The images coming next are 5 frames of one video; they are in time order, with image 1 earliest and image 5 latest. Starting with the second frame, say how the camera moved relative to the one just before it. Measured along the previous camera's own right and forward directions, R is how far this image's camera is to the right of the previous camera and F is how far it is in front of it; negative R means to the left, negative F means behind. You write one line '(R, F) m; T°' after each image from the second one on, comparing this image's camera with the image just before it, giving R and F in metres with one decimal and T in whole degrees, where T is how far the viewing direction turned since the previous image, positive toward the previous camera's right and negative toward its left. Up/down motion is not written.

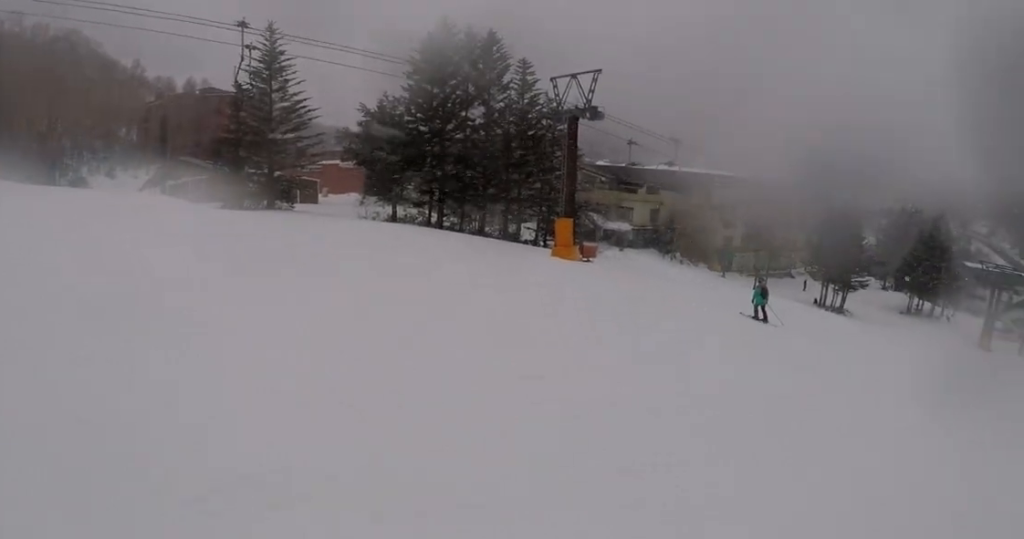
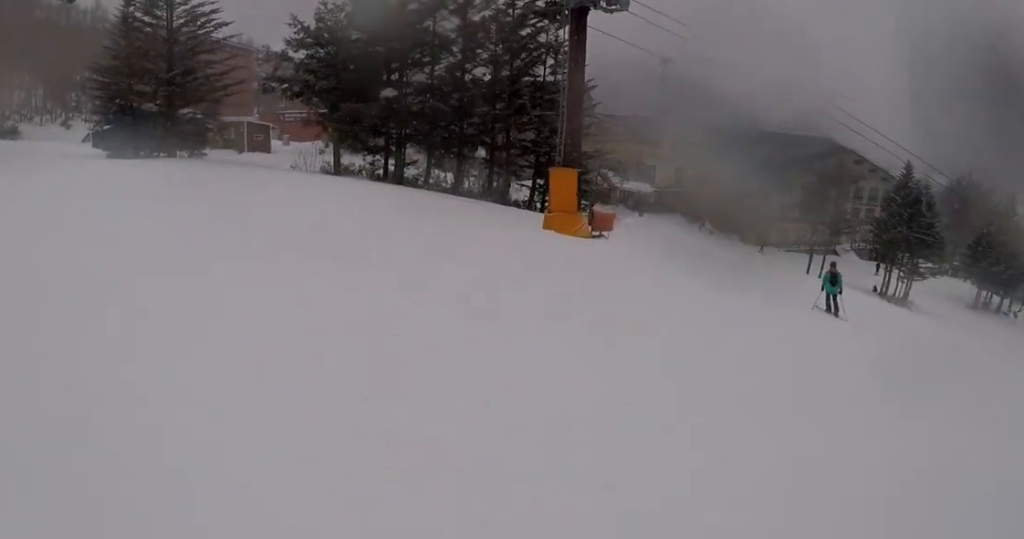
(0.0, +12.9) m; +12°
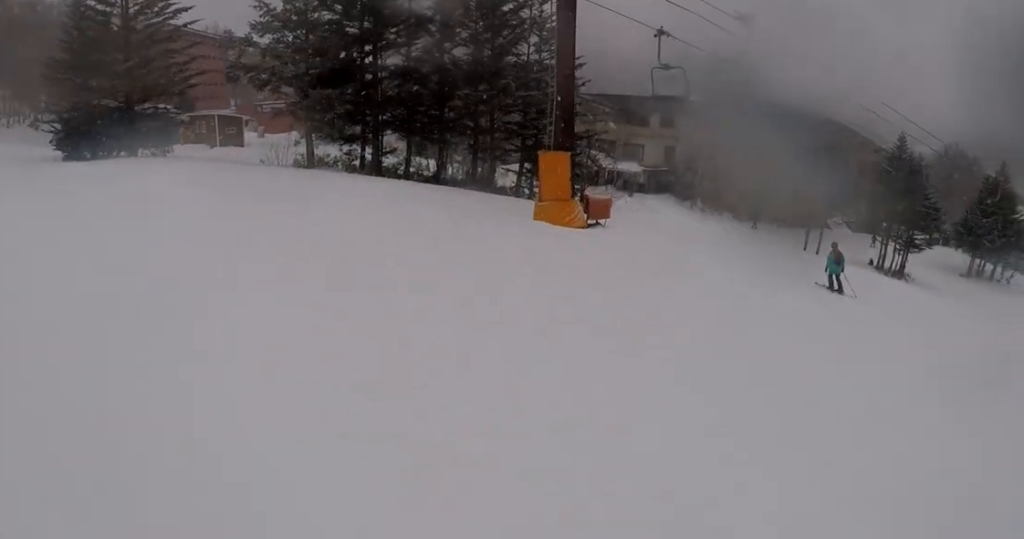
(+0.3, +2.3) m; +7°
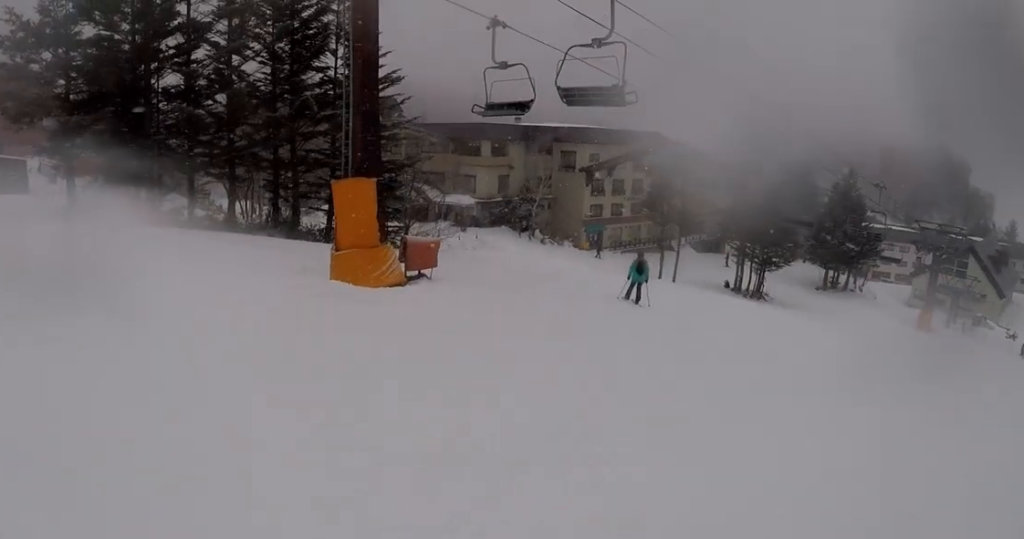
(+1.4, +6.9) m; +12°
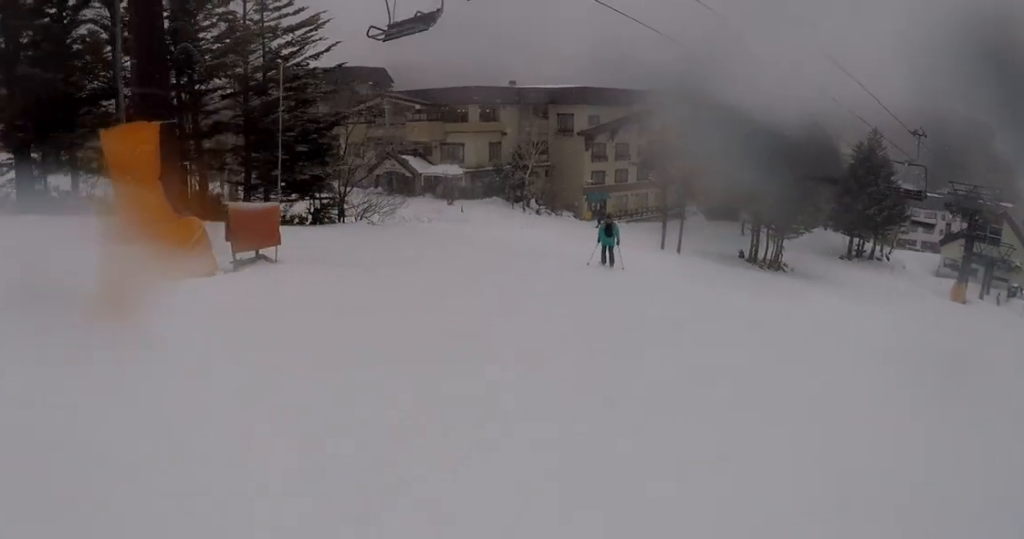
(0.0, +5.5) m; 0°
